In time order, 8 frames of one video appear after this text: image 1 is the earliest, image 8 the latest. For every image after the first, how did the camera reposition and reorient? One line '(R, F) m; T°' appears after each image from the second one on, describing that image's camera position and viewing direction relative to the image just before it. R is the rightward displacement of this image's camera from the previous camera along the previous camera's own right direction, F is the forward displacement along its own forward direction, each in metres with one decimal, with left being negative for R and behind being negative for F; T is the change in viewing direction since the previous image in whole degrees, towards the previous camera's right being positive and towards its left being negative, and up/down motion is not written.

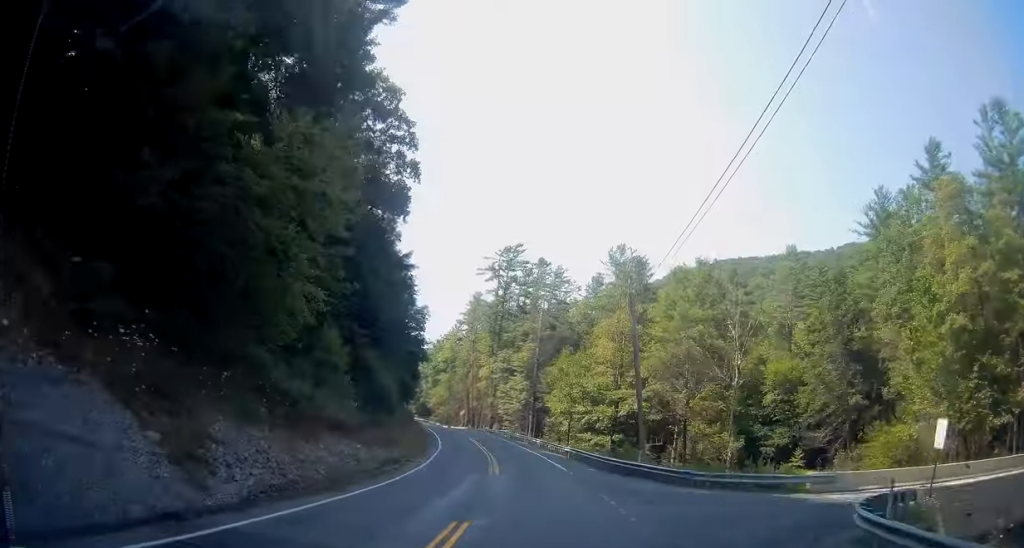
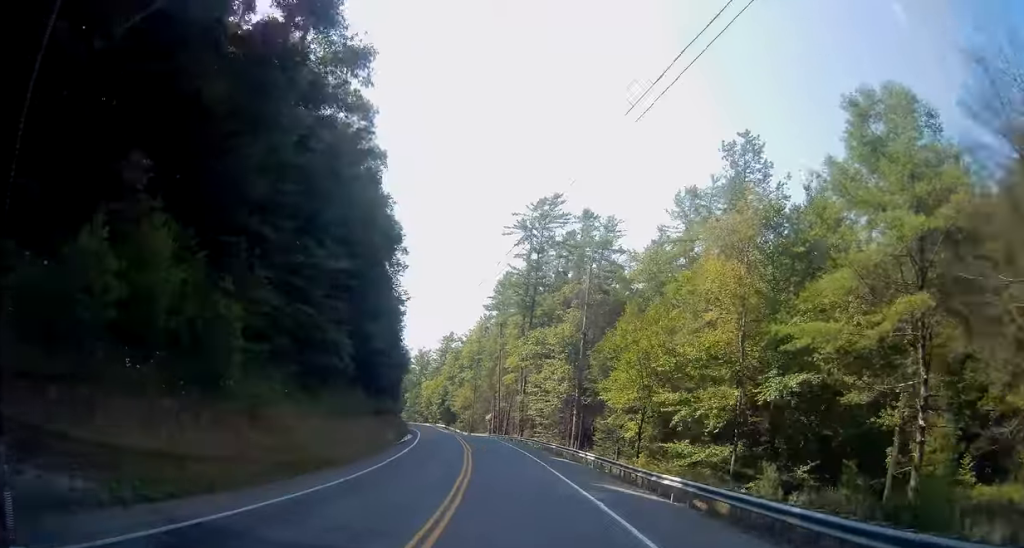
(-0.7, +28.9) m; -3°
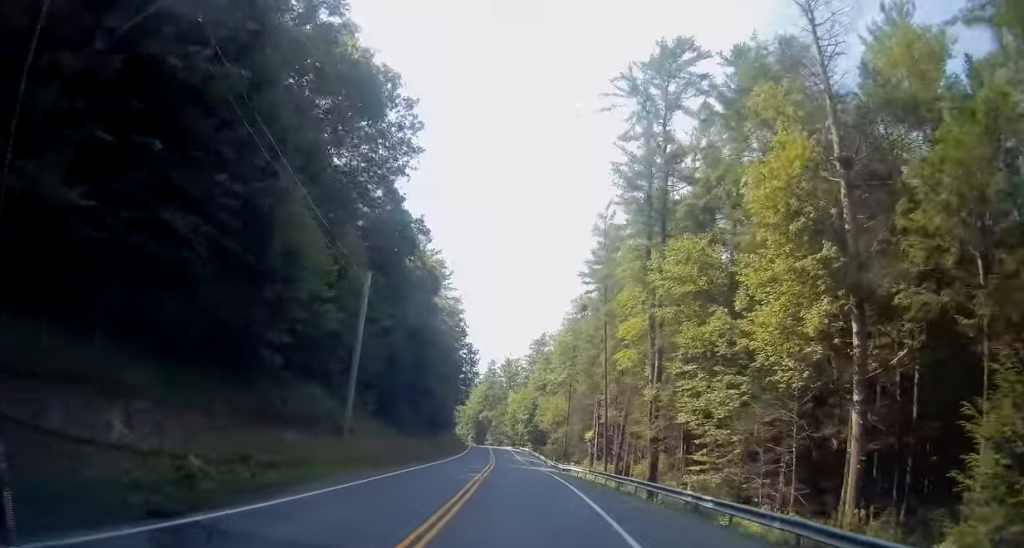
(-2.8, +42.3) m; -8°
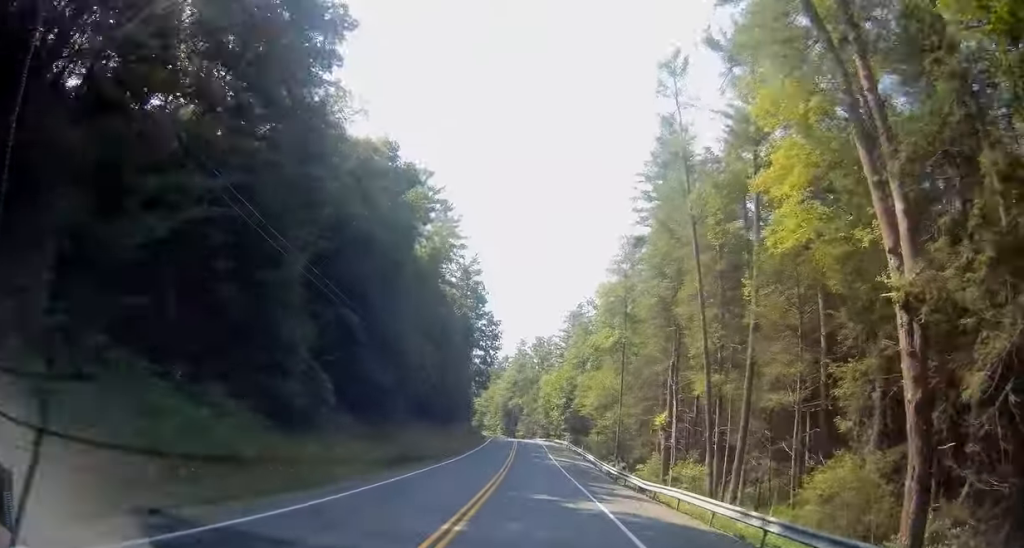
(-0.9, +28.6) m; -4°
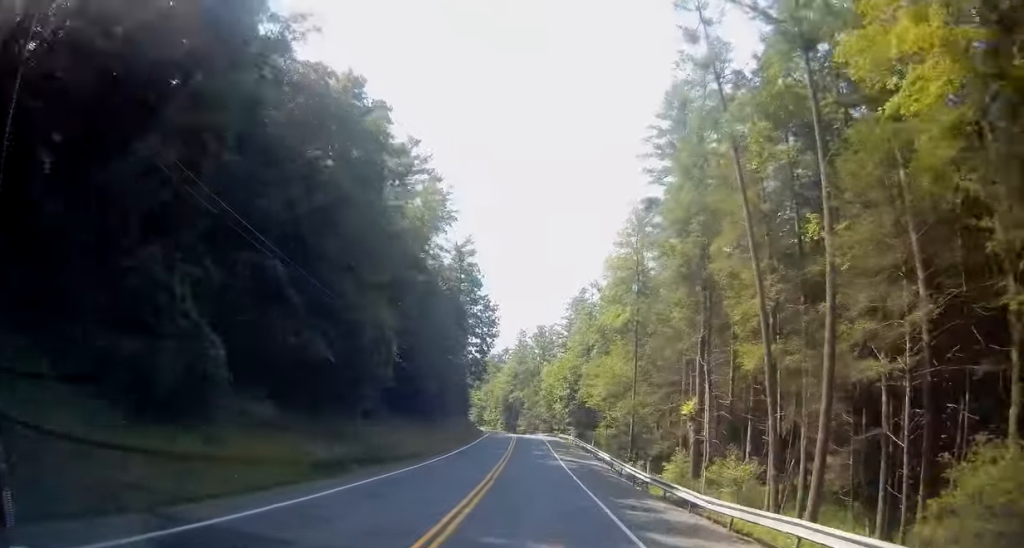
(-0.2, +9.7) m; 0°
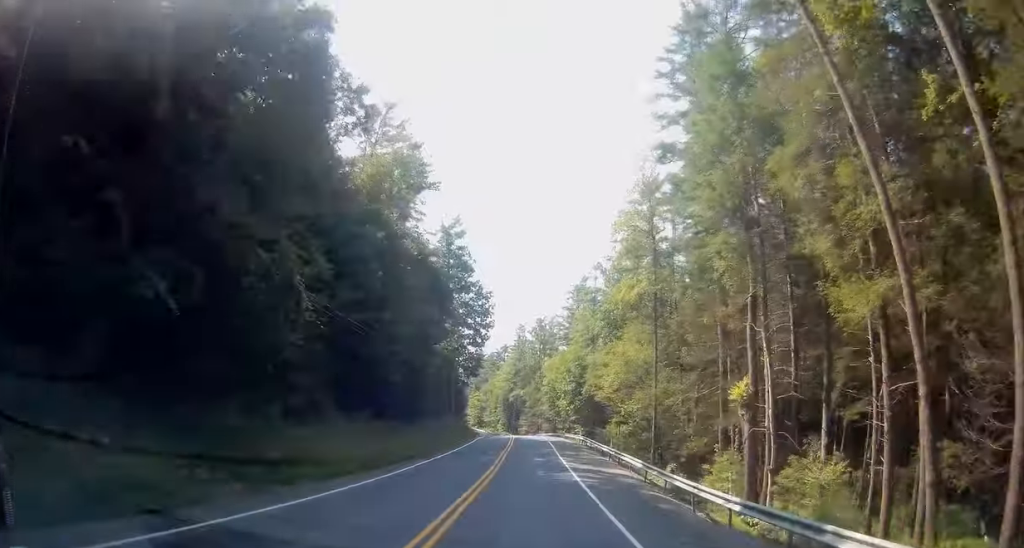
(-0.3, +11.2) m; 0°
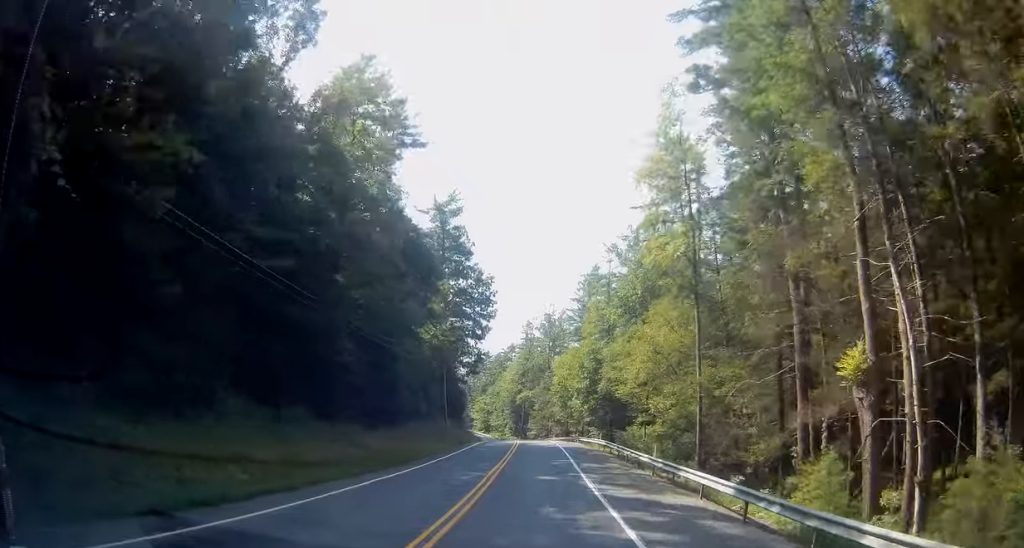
(+0.1, +11.9) m; +1°
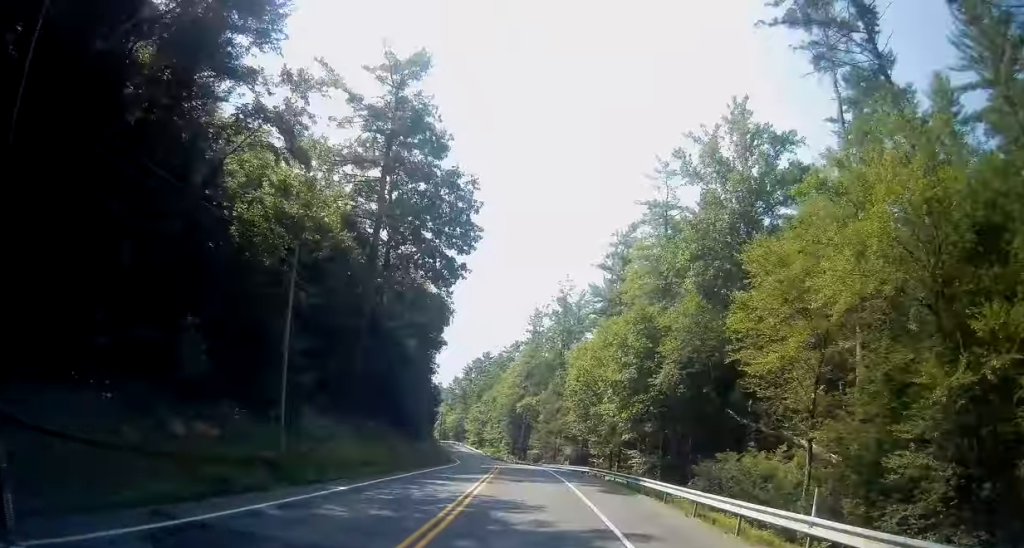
(+0.6, +36.6) m; 0°
